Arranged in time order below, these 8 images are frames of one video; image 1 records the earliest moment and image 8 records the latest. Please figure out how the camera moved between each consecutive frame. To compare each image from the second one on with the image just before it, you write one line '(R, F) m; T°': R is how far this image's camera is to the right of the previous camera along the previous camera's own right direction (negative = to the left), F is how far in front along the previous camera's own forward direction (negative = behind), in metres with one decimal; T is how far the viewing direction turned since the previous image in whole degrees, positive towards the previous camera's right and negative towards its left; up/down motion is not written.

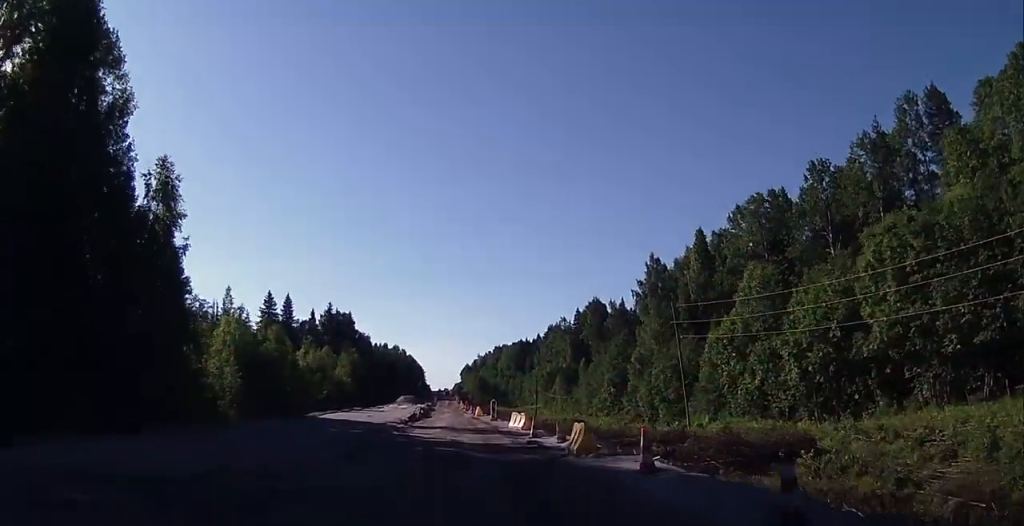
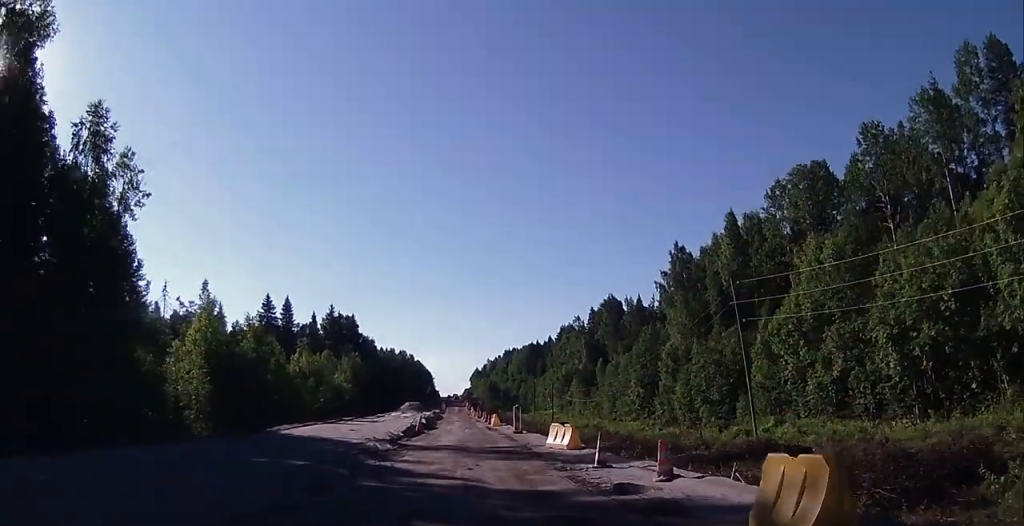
(+0.3, +10.5) m; -1°
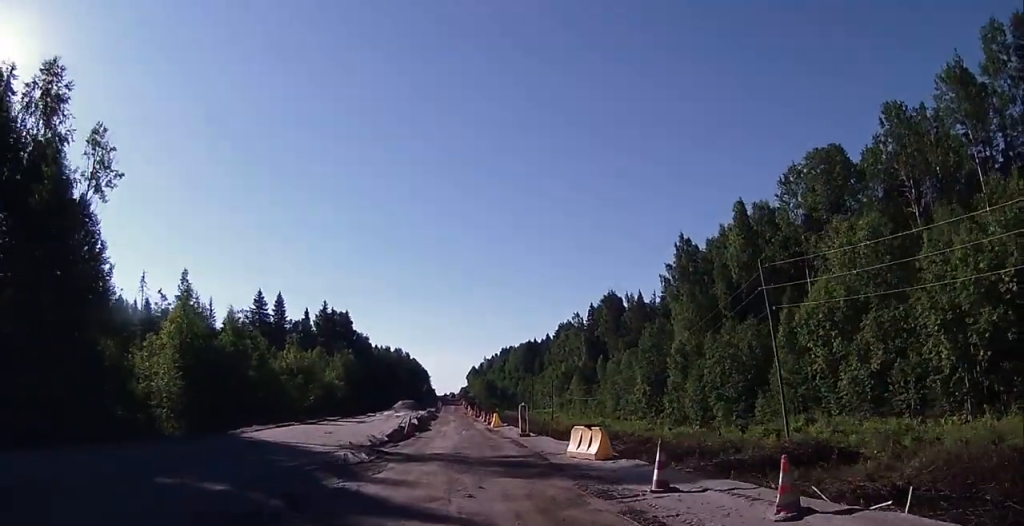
(-0.2, +4.6) m; -2°
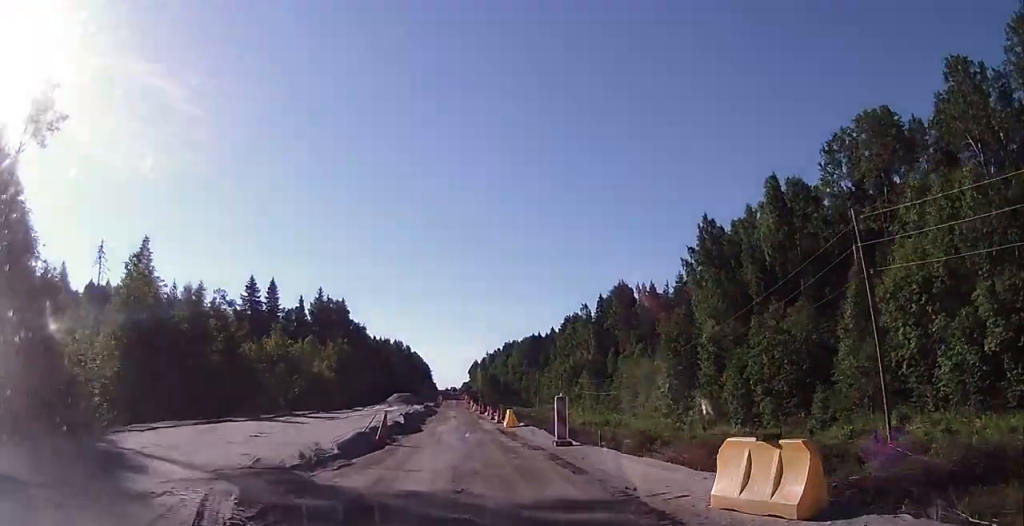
(-0.3, +9.2) m; -1°
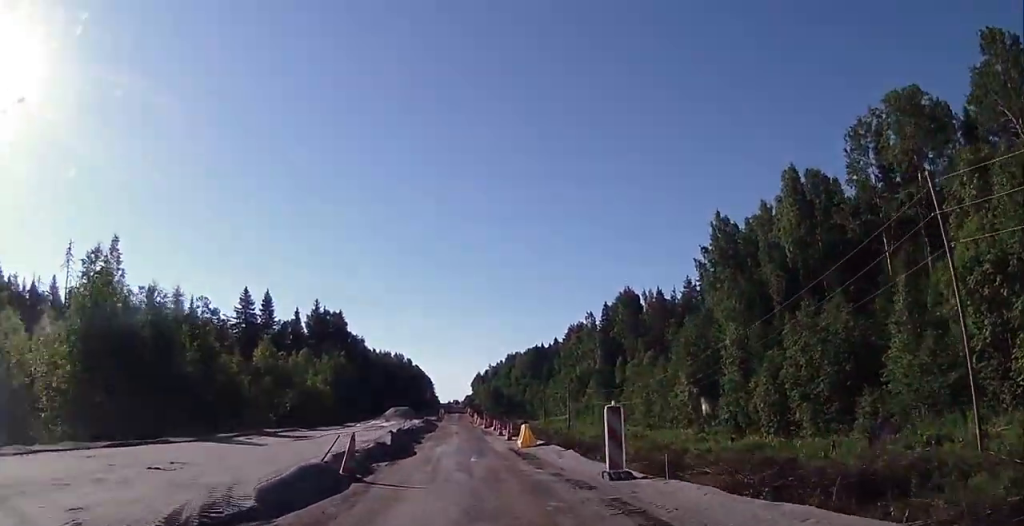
(-0.2, +5.2) m; +1°
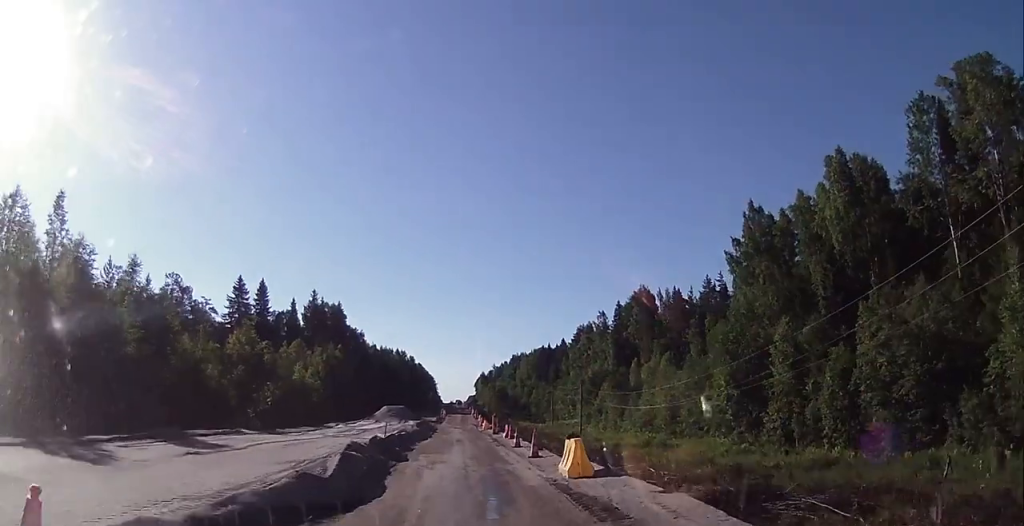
(+0.4, +8.5) m; +1°
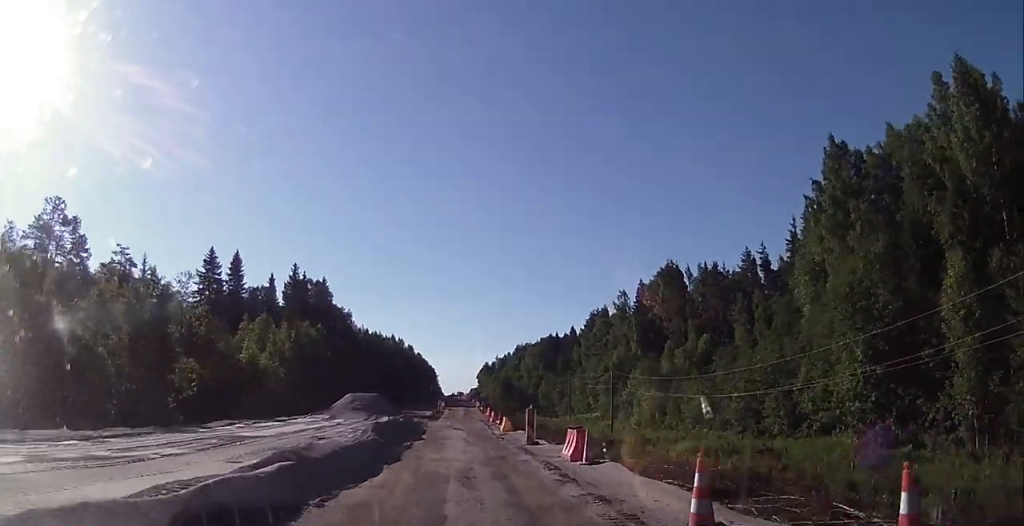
(+0.1, +19.1) m; +1°
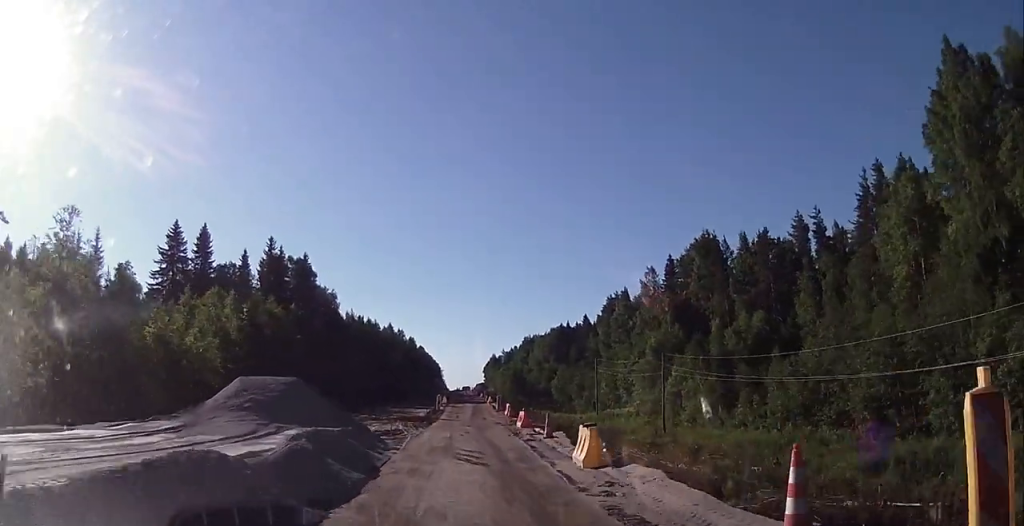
(+0.4, +18.3) m; +1°
